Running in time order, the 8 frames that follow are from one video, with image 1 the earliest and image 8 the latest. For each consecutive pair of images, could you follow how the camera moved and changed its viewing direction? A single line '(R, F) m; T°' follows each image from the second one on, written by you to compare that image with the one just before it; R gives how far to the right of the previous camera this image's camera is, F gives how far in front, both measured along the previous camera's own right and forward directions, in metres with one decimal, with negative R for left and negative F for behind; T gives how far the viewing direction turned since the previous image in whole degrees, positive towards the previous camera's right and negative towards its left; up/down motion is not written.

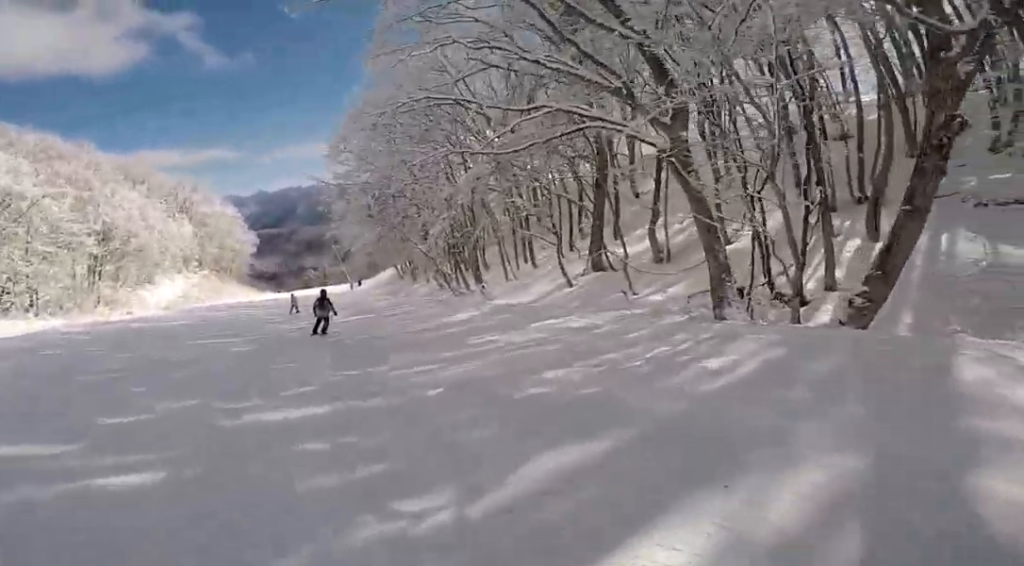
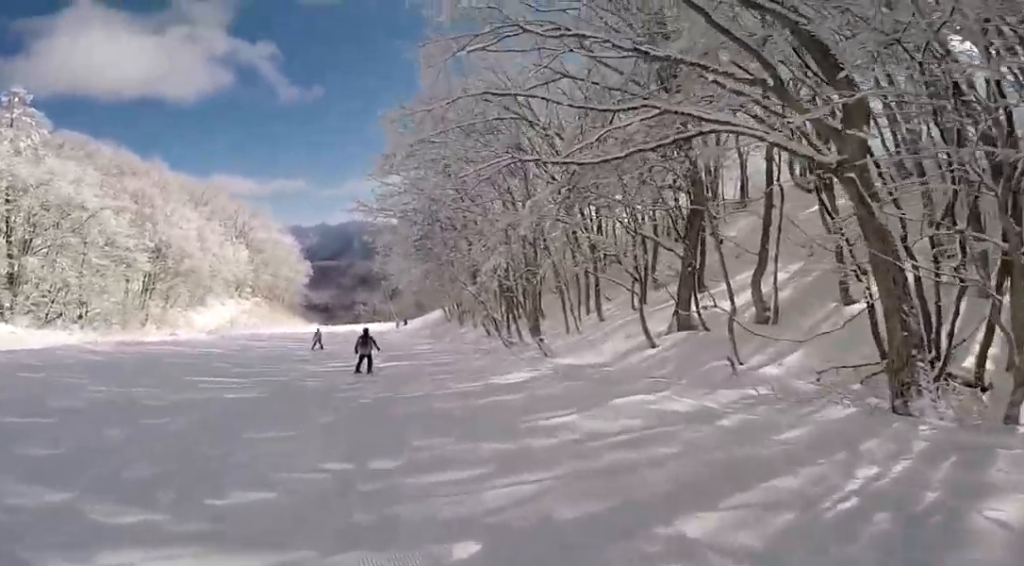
(-0.4, +3.0) m; -6°
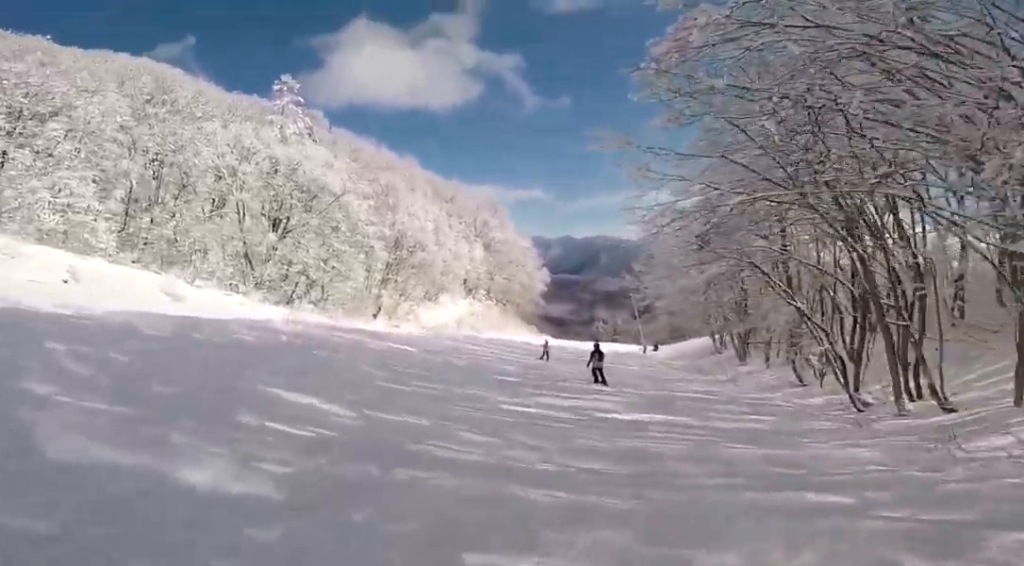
(-0.2, +8.6) m; -2°
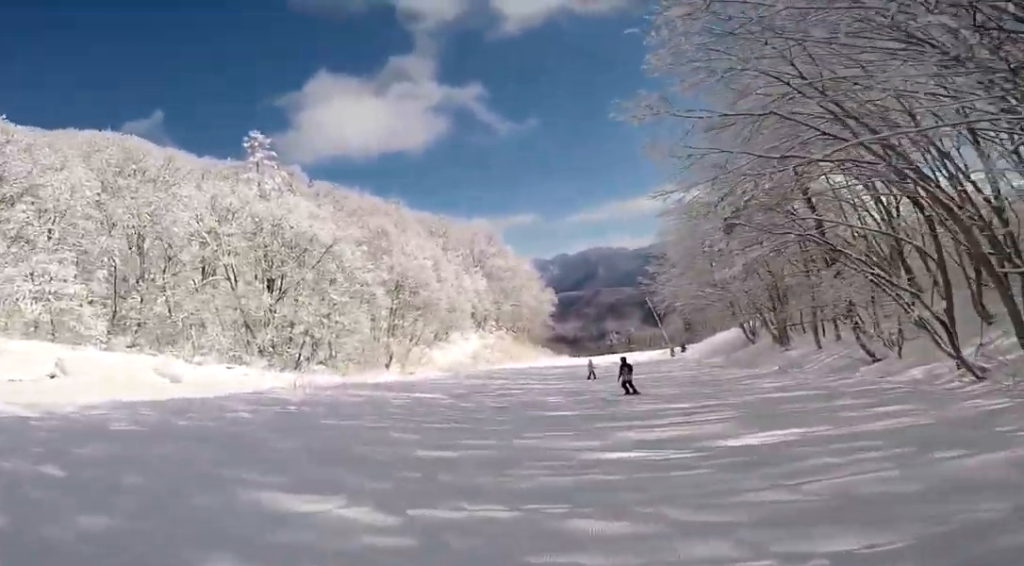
(0.0, +2.8) m; 0°
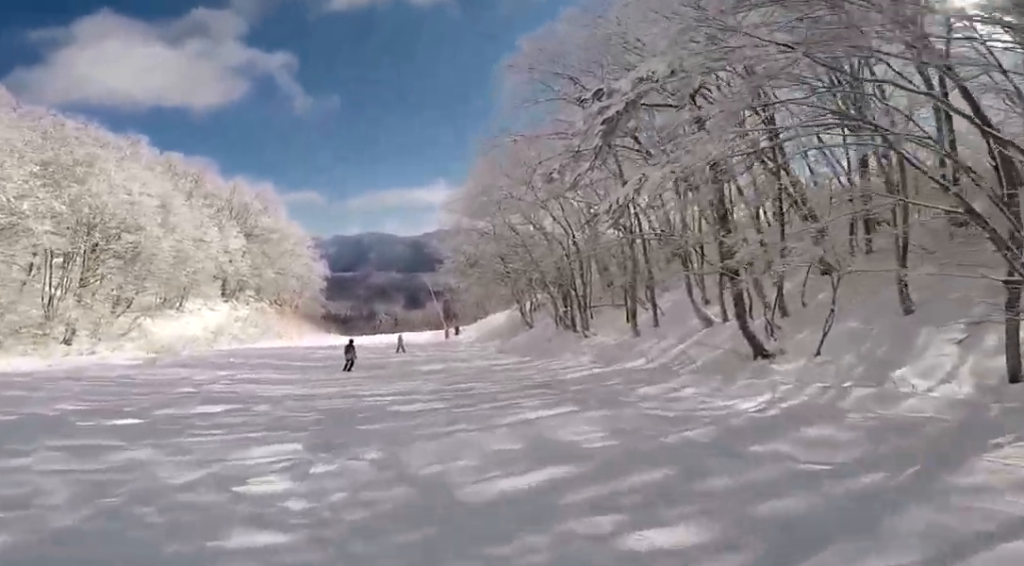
(-1.5, +14.4) m; +4°
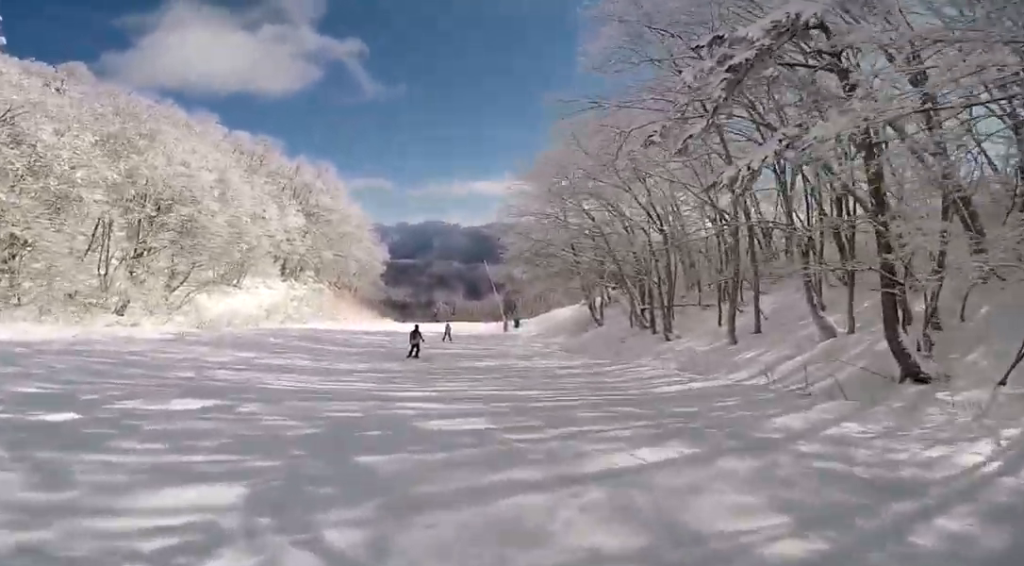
(+0.9, +2.6) m; +5°
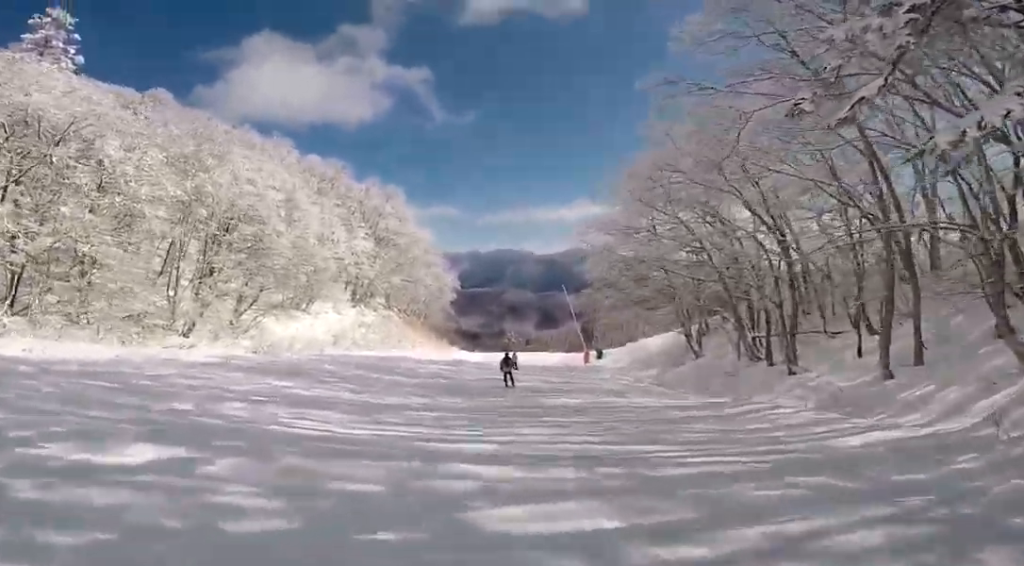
(+0.1, +2.9) m; 0°
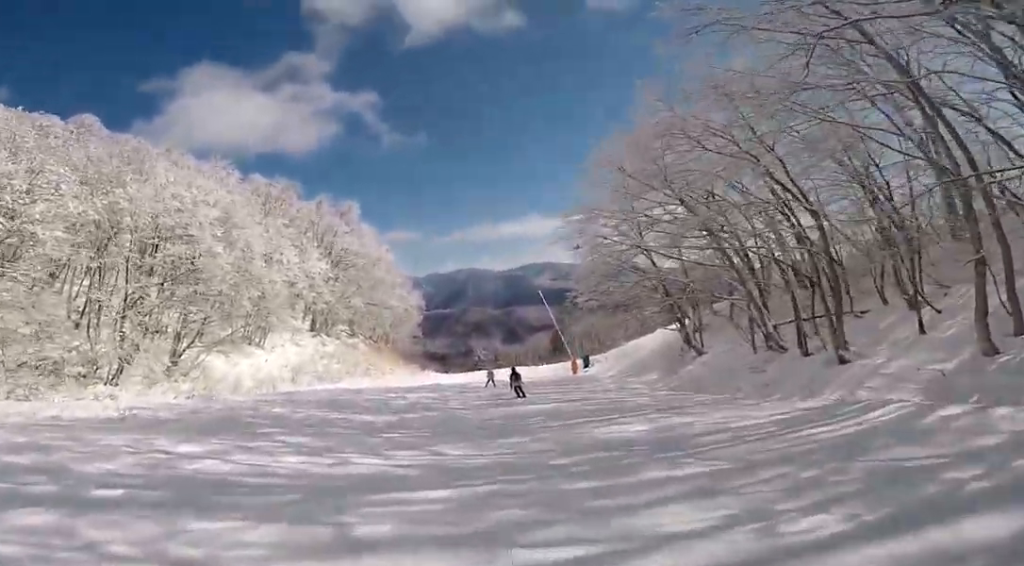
(-0.7, +5.1) m; -5°
